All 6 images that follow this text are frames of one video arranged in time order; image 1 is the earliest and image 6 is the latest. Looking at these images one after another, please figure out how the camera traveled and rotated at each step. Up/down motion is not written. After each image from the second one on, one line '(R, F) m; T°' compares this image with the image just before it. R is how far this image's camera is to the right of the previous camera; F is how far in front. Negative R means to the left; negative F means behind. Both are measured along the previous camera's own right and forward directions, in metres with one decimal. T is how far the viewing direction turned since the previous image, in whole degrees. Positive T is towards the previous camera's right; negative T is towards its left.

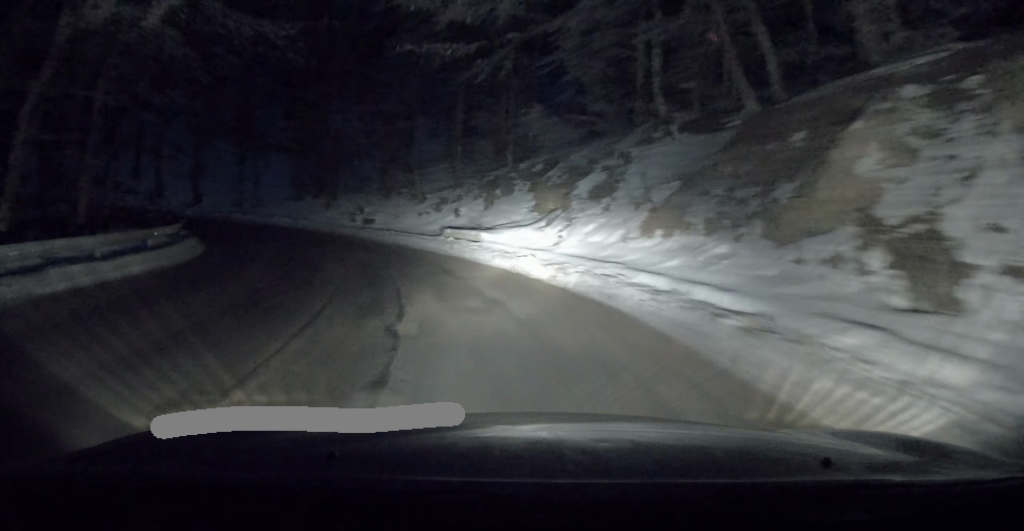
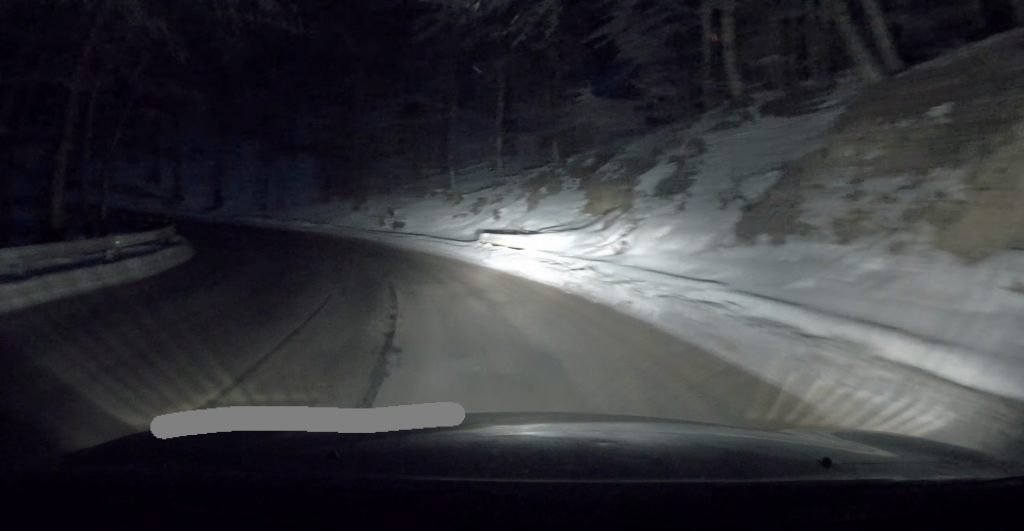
(0.0, +2.7) m; -6°
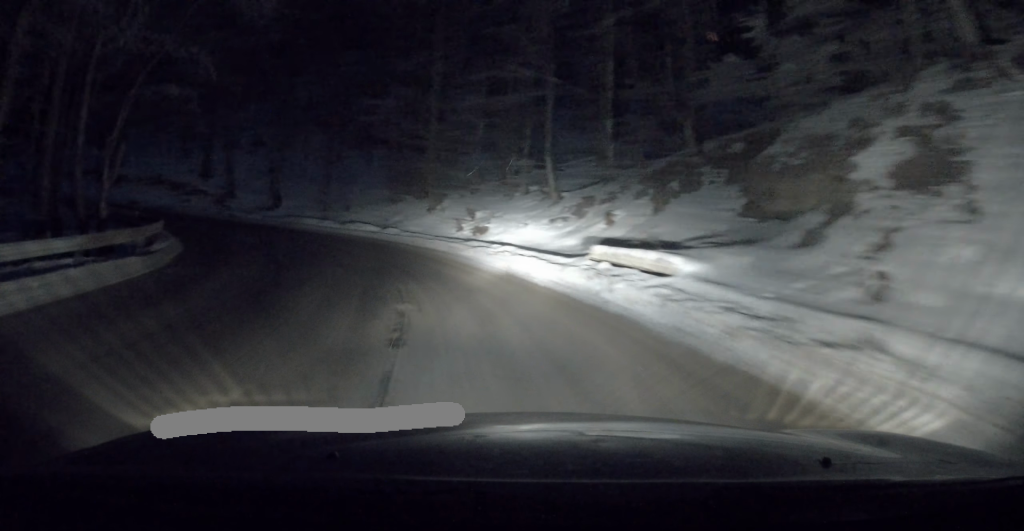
(-0.5, +4.8) m; -10°
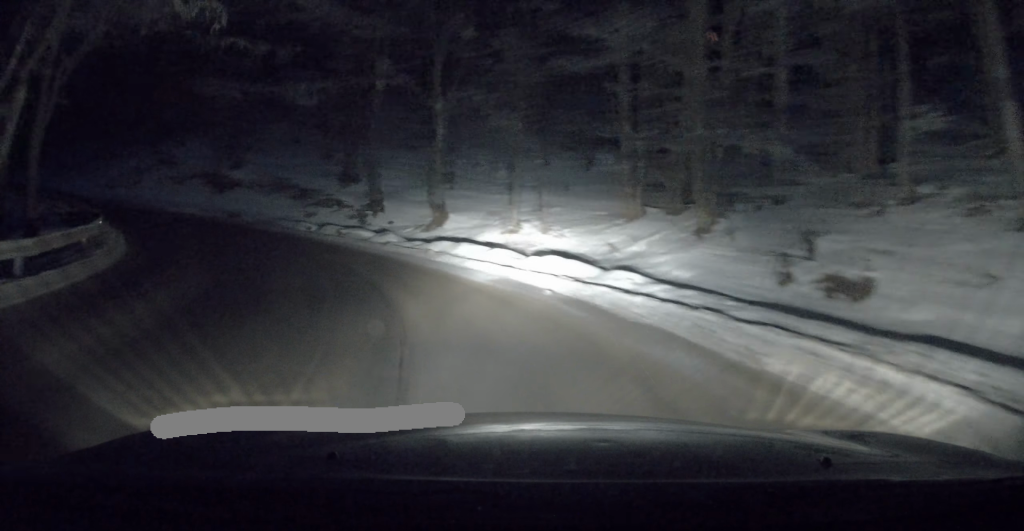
(-1.7, +11.6) m; -16°
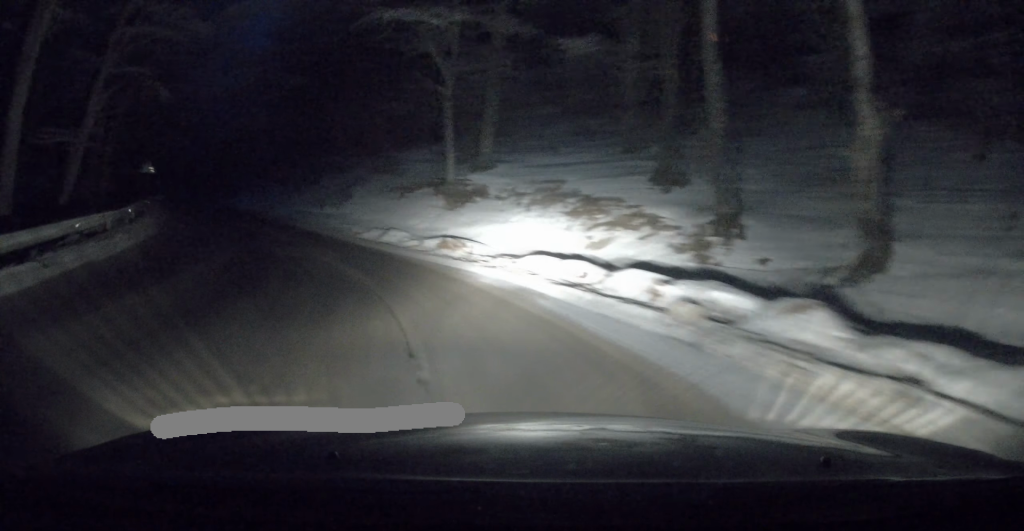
(-2.2, +14.0) m; -21°
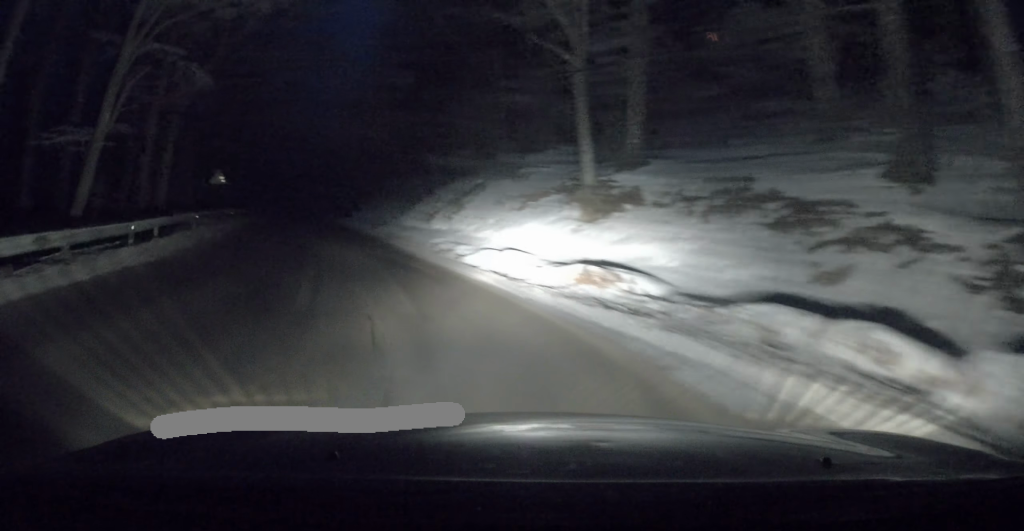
(-0.9, +6.1) m; -7°
